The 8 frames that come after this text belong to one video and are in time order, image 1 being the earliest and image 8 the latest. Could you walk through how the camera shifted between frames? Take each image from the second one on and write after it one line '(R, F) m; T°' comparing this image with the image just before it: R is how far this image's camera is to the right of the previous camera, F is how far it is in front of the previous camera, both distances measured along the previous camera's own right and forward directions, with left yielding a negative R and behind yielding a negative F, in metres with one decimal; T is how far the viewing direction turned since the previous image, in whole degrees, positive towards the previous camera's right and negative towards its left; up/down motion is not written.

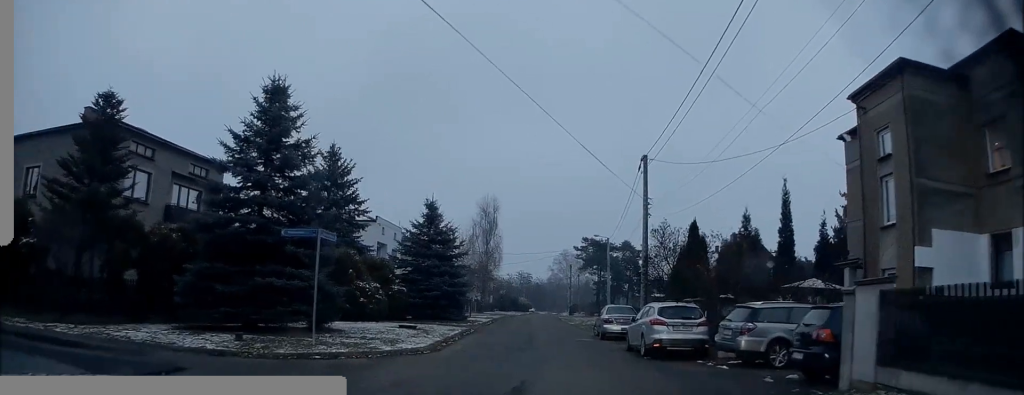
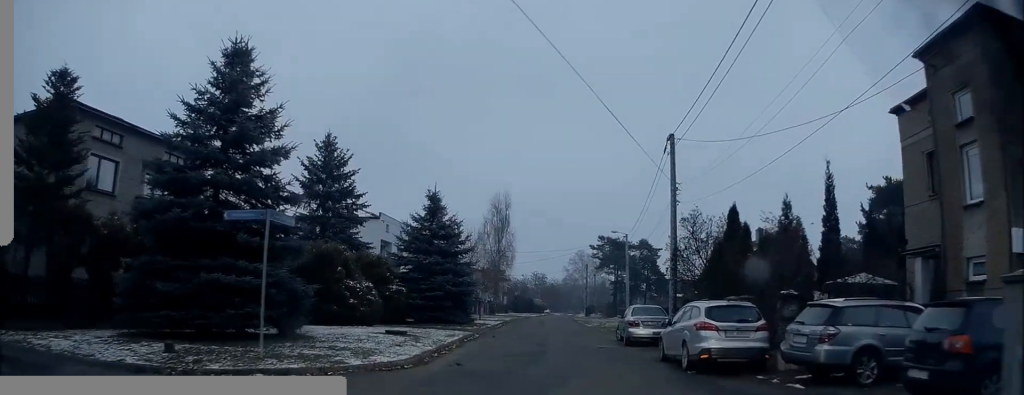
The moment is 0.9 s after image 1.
(0.0, +3.5) m; -6°
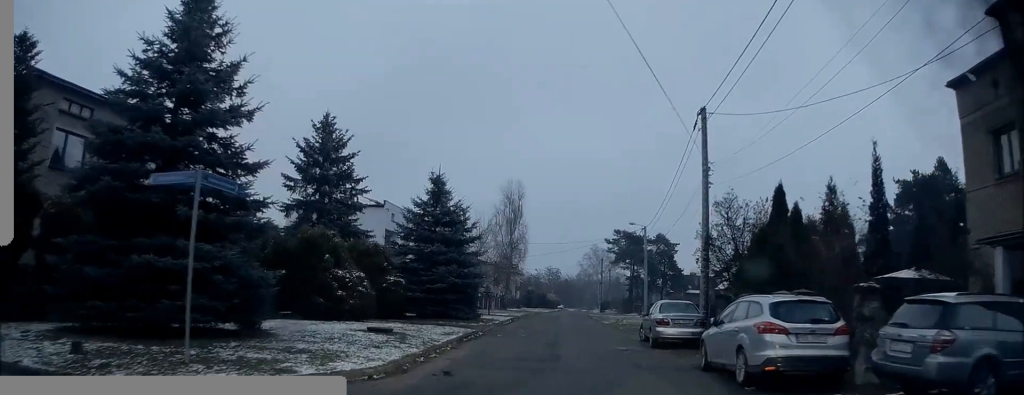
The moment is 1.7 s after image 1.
(-0.3, +2.9) m; -5°
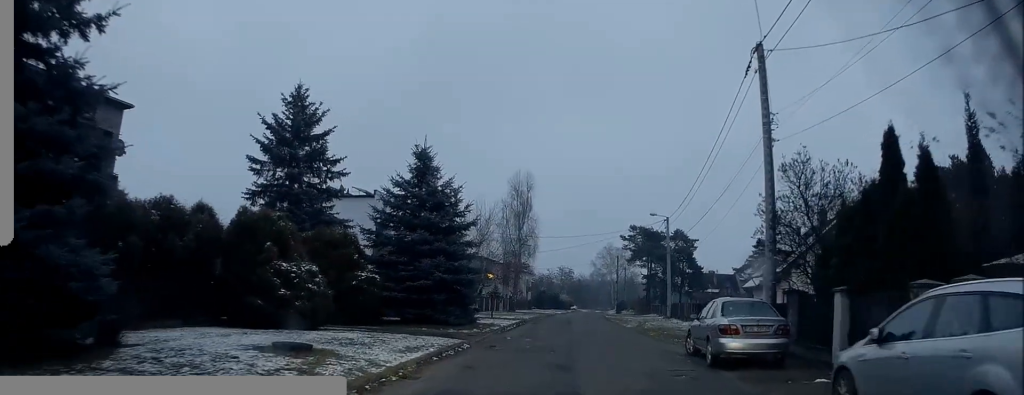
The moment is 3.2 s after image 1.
(-0.2, +5.8) m; 0°
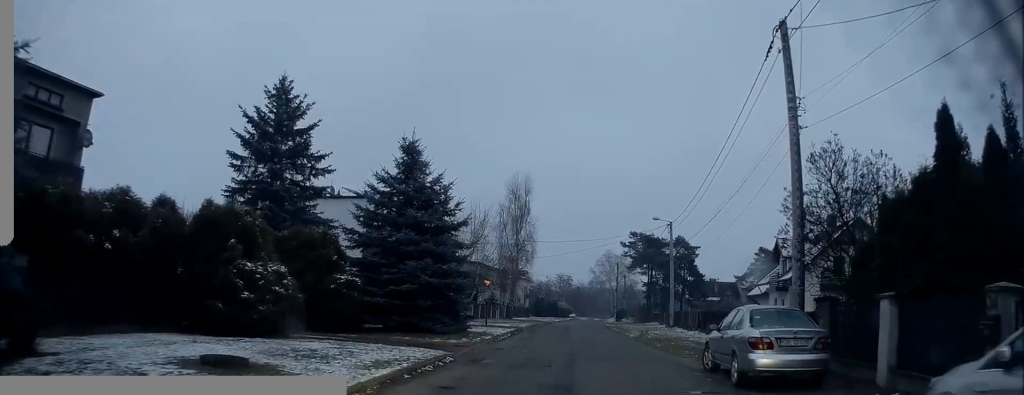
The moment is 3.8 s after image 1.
(-0.1, +2.2) m; +4°
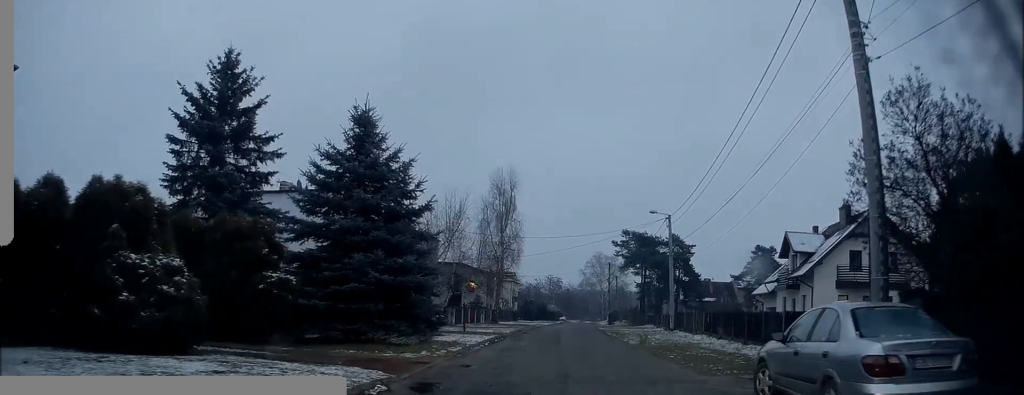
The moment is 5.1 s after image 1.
(+0.4, +4.4) m; 0°
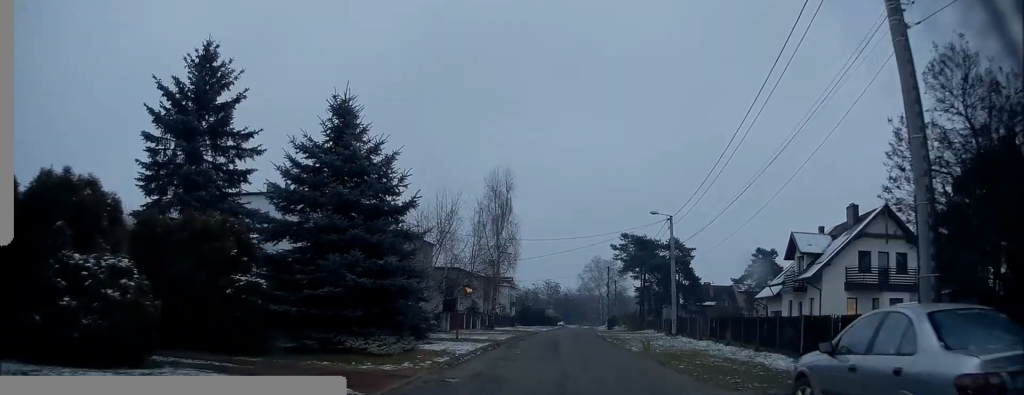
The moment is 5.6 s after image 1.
(-0.2, +1.6) m; -4°
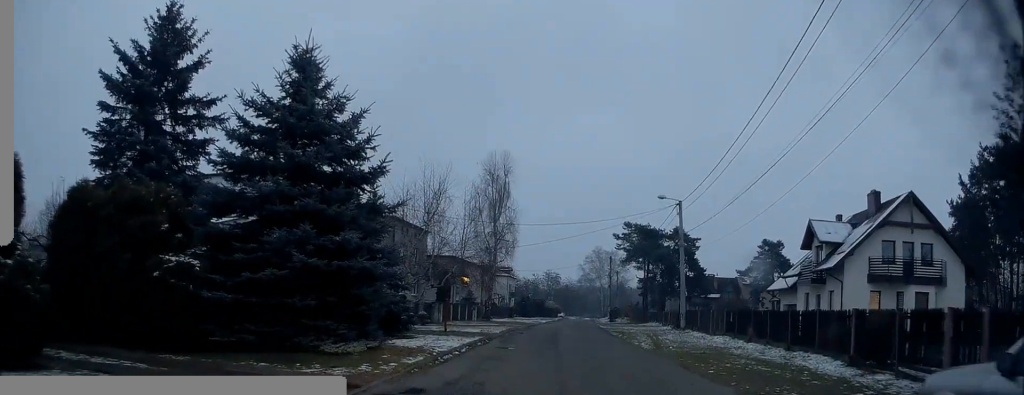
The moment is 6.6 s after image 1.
(-0.1, +2.9) m; +3°
